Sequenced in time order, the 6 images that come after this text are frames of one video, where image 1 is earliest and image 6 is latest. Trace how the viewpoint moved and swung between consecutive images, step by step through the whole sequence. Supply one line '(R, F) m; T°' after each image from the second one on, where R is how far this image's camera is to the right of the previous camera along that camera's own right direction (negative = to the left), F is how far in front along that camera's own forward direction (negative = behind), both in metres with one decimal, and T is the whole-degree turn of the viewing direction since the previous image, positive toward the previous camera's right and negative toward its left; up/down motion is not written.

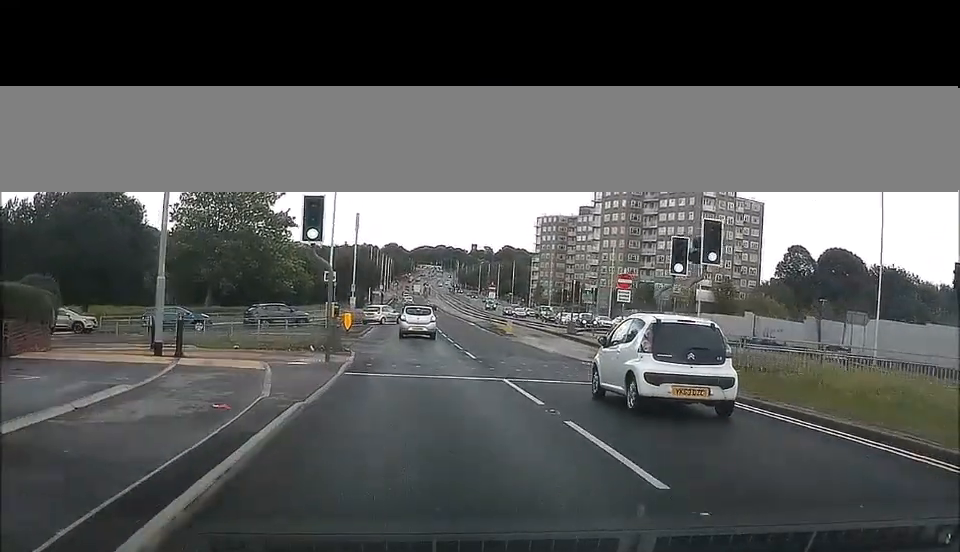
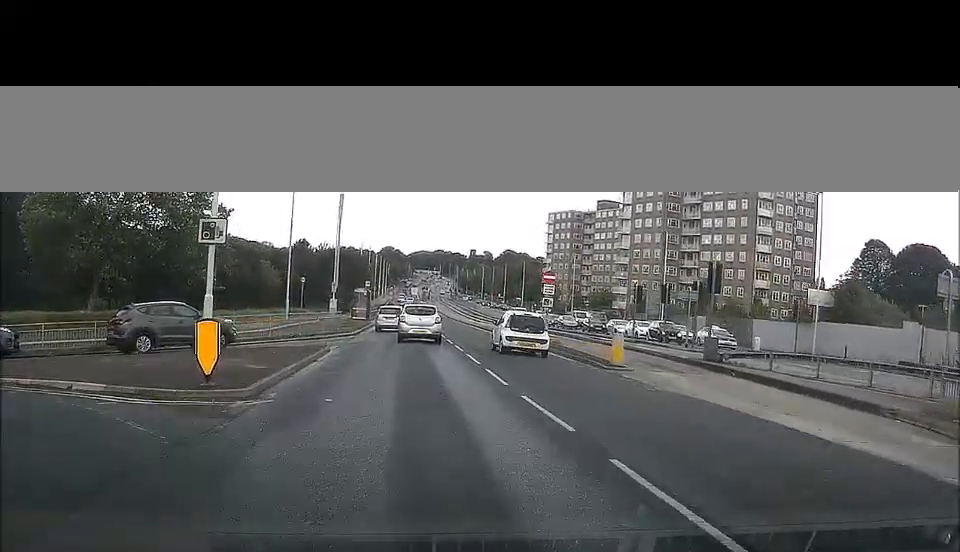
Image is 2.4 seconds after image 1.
(-0.5, +26.9) m; -3°
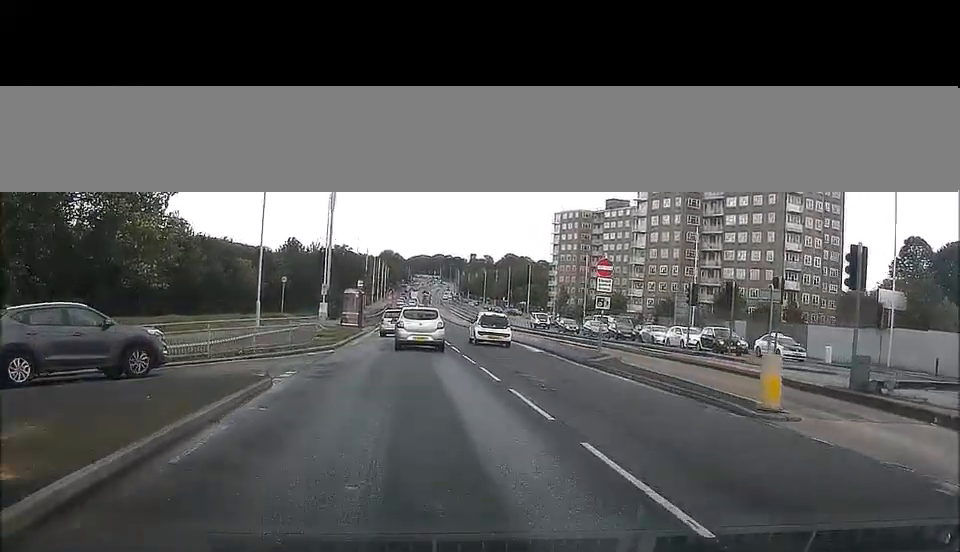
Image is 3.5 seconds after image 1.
(+0.1, +10.8) m; -1°
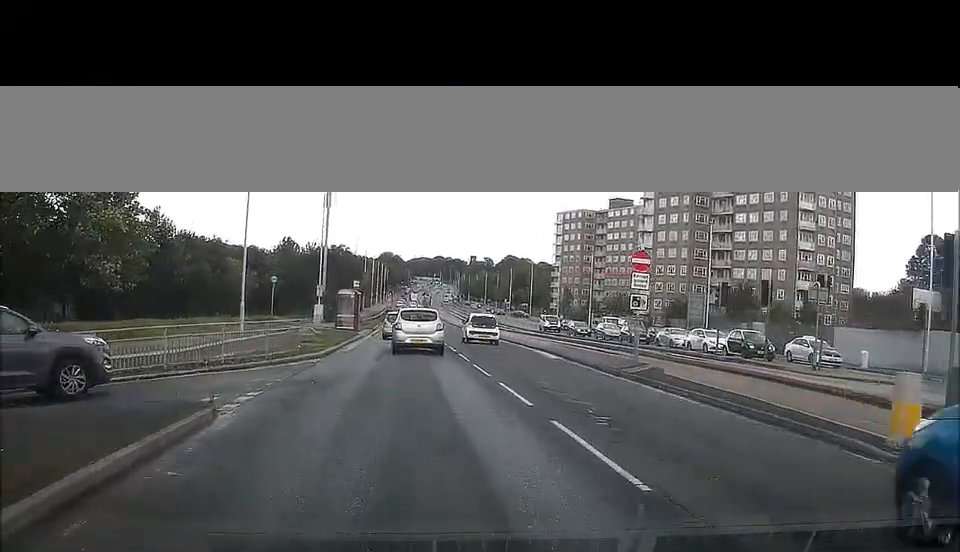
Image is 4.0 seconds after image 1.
(-0.1, +4.4) m; -1°
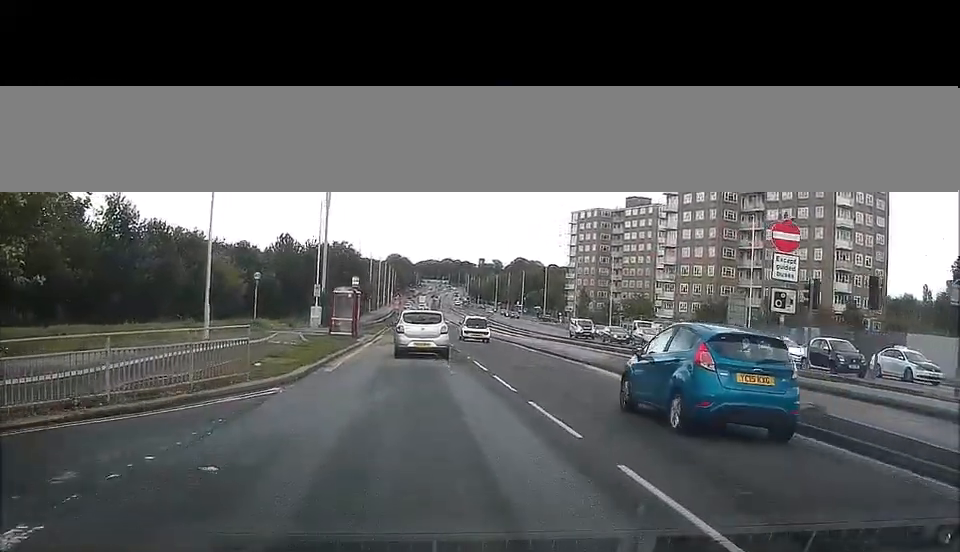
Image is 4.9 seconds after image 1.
(-0.1, +8.7) m; -1°
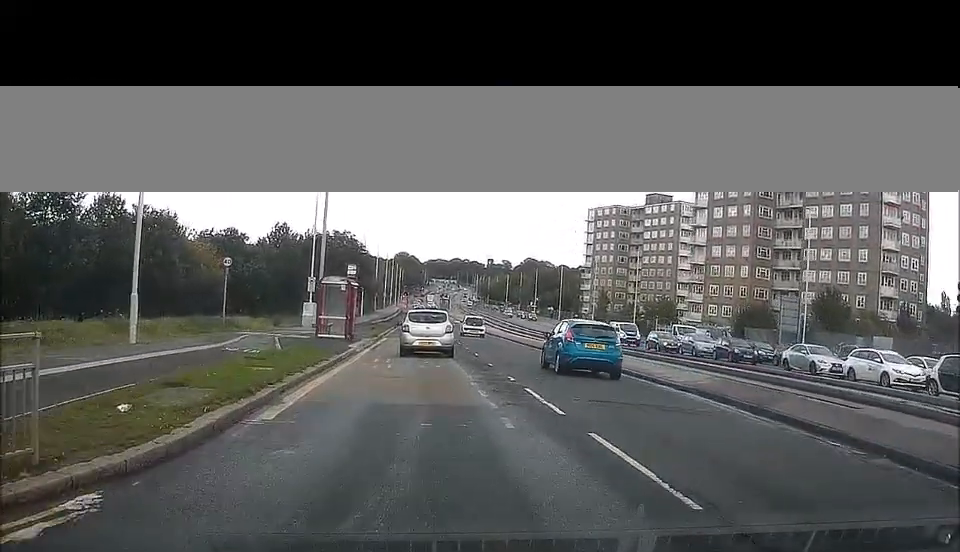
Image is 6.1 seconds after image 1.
(-0.1, +9.9) m; -1°
